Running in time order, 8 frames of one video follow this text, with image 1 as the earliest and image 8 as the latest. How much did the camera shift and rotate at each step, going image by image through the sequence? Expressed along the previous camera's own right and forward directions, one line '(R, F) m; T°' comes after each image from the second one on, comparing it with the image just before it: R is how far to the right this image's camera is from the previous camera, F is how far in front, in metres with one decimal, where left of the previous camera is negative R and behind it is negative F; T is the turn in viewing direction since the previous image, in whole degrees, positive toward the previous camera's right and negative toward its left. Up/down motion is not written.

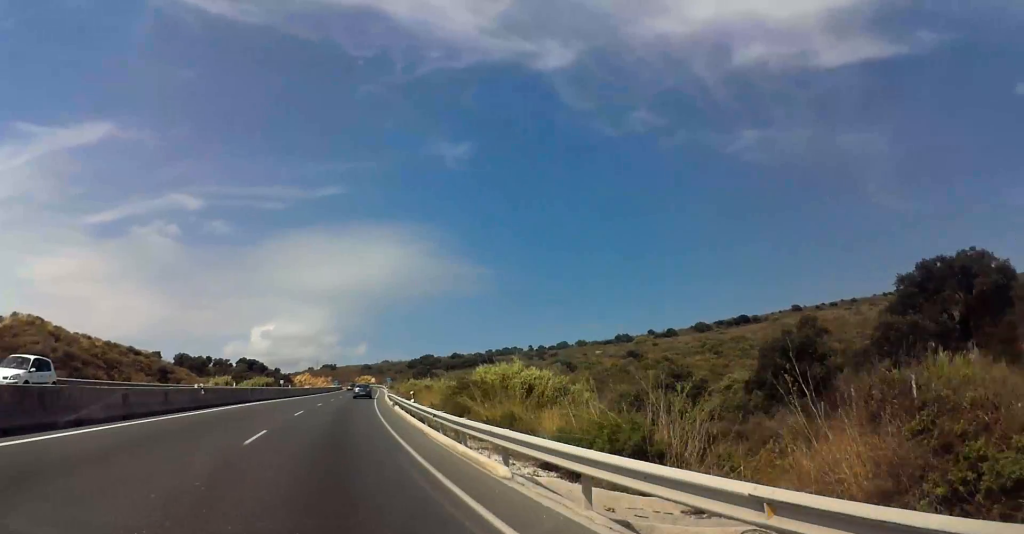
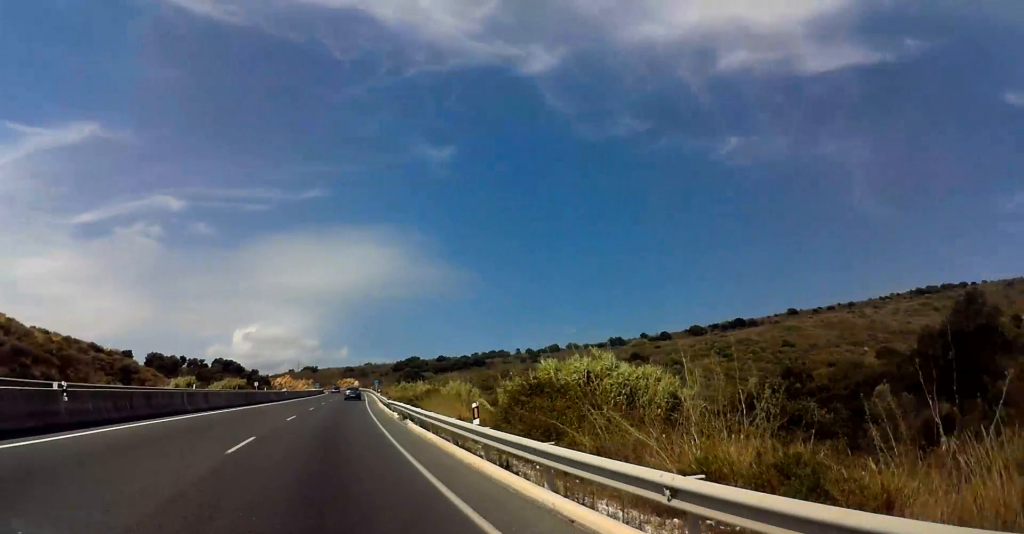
(0.0, +14.0) m; 0°
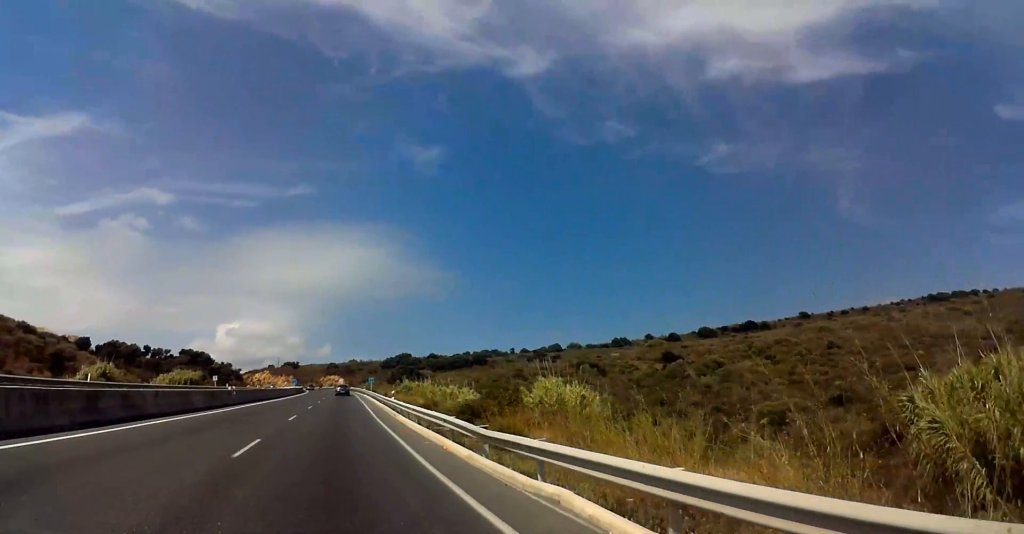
(+0.3, +28.3) m; +2°
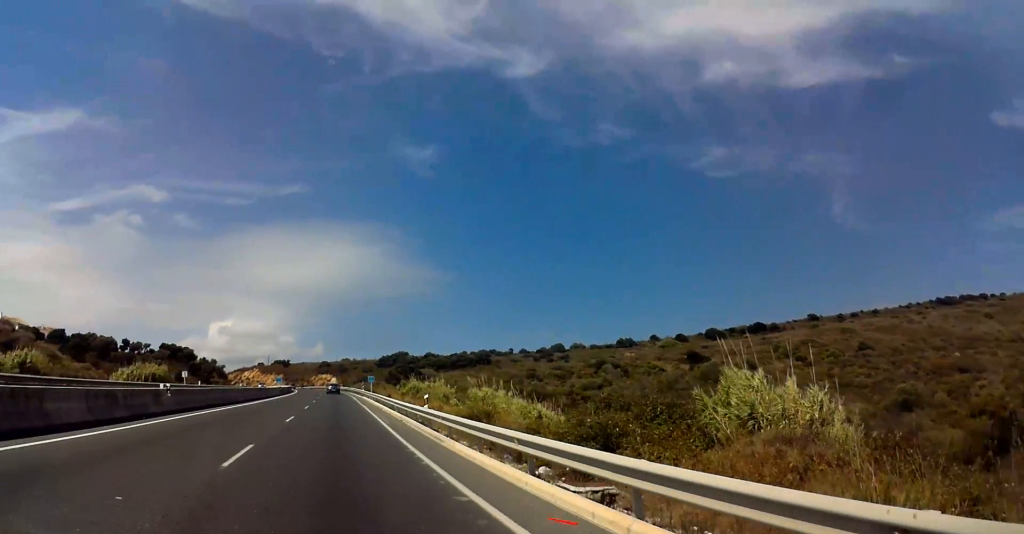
(+0.3, +14.3) m; +1°
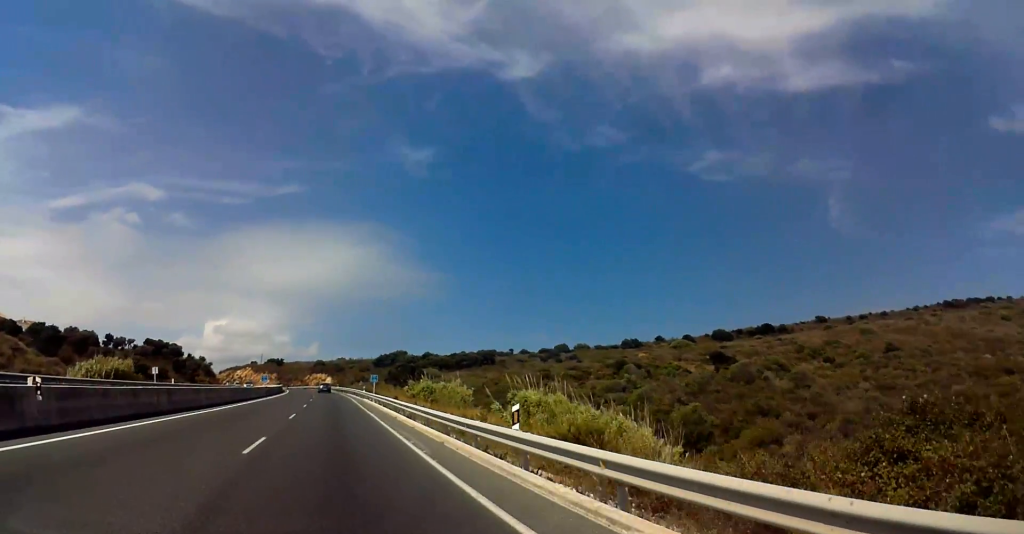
(0.0, +11.3) m; 0°
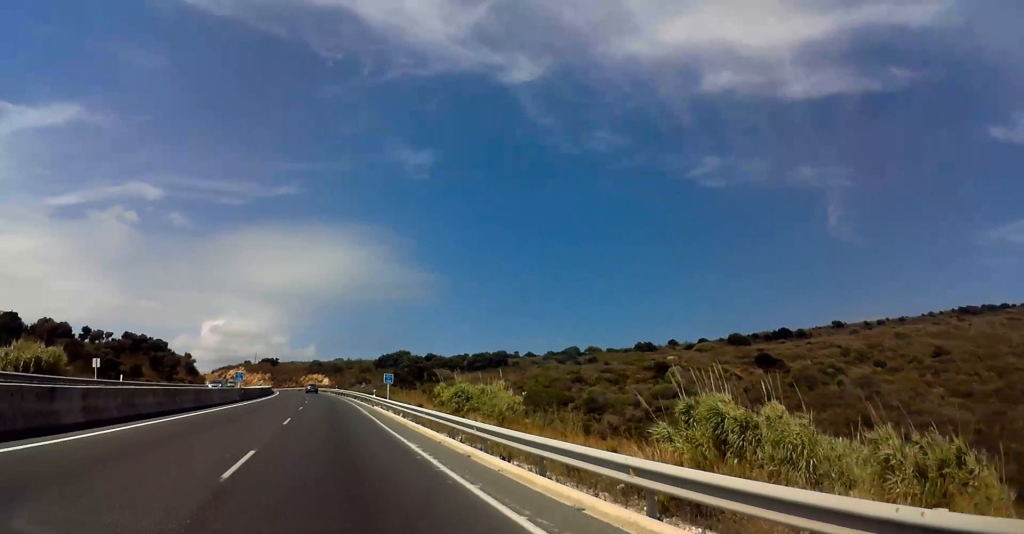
(0.0, +16.6) m; +1°
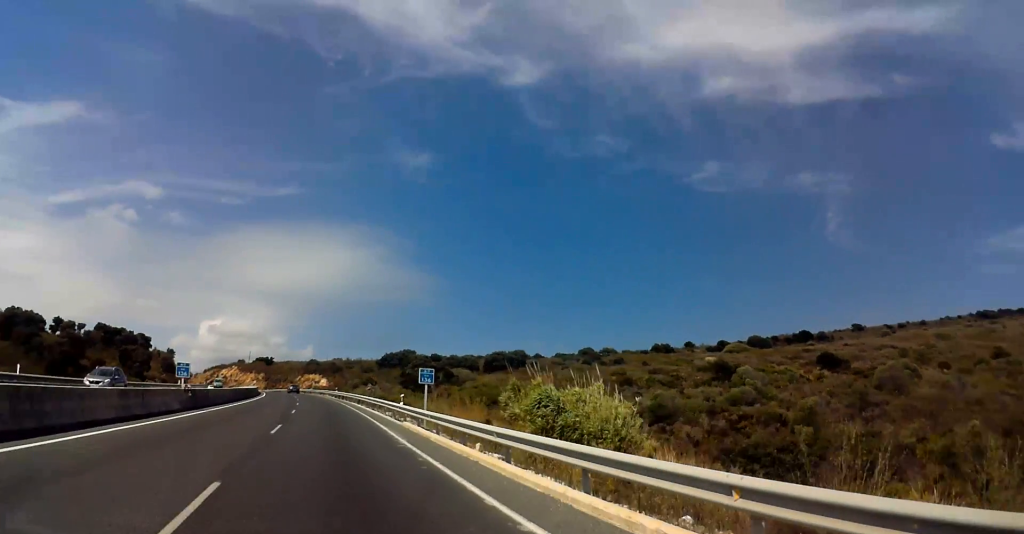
(+0.2, +17.4) m; +1°
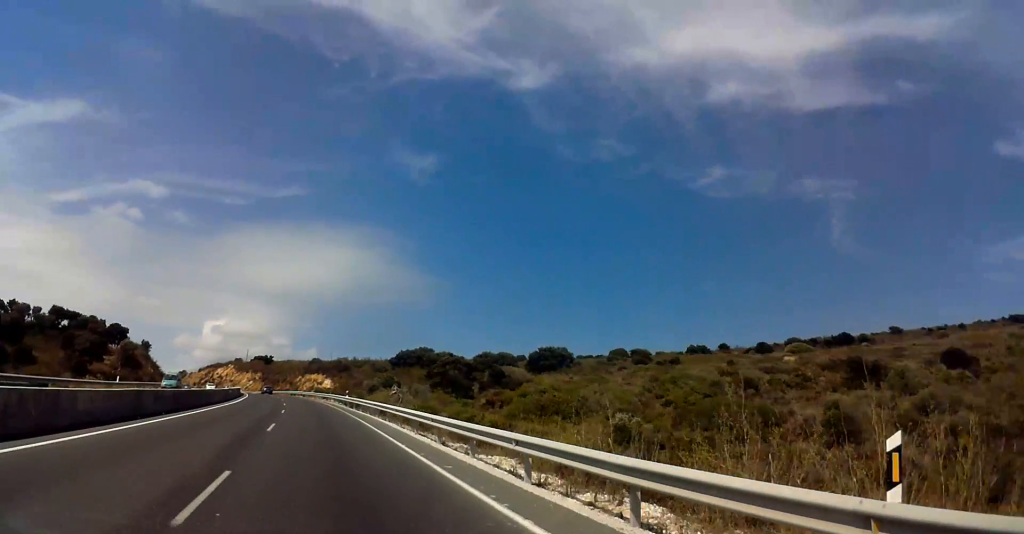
(-0.1, +25.9) m; -1°
